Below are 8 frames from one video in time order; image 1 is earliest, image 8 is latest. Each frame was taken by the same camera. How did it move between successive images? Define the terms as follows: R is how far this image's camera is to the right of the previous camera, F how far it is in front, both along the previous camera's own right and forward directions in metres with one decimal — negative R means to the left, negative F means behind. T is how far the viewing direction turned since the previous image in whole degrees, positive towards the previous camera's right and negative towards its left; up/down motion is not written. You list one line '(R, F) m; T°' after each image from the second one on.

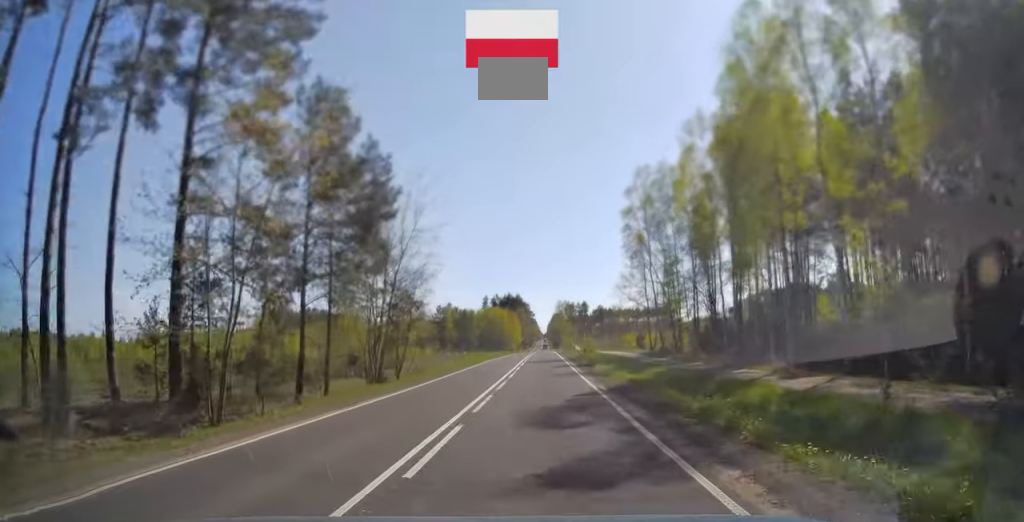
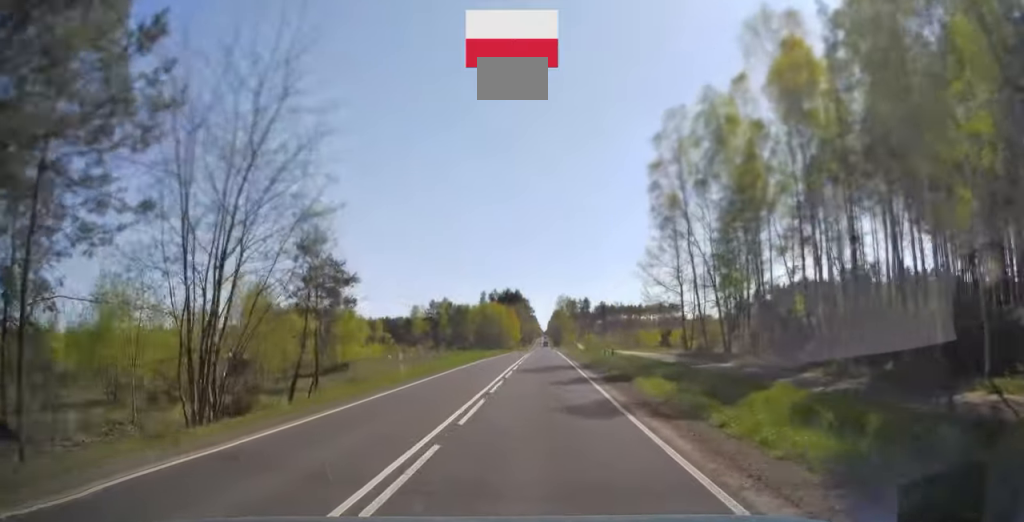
(0.0, +13.8) m; 0°
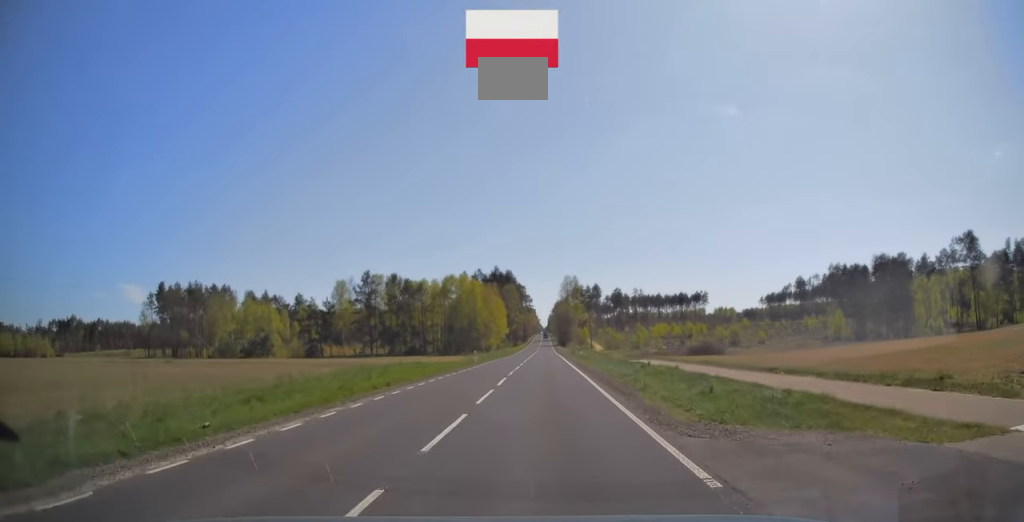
(-0.3, +74.3) m; 0°
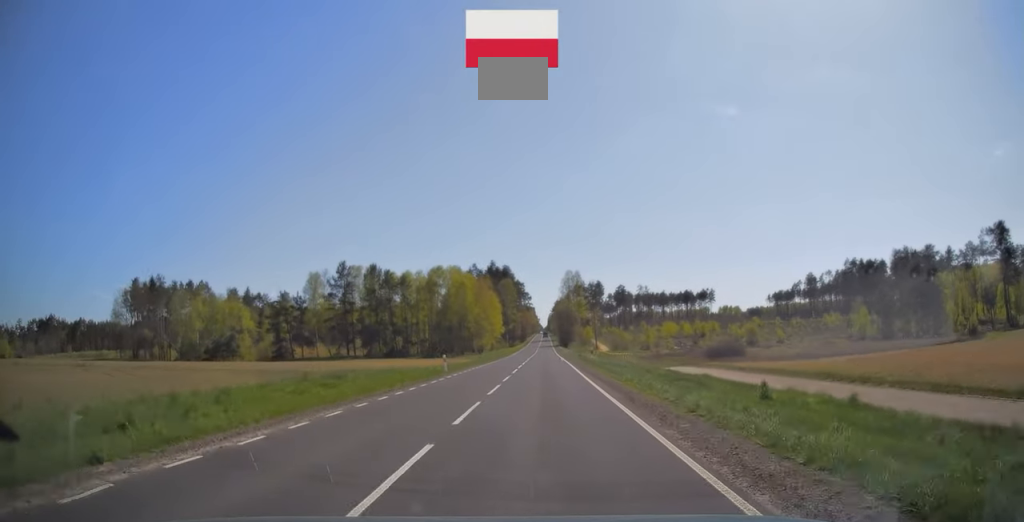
(0.0, +15.3) m; 0°
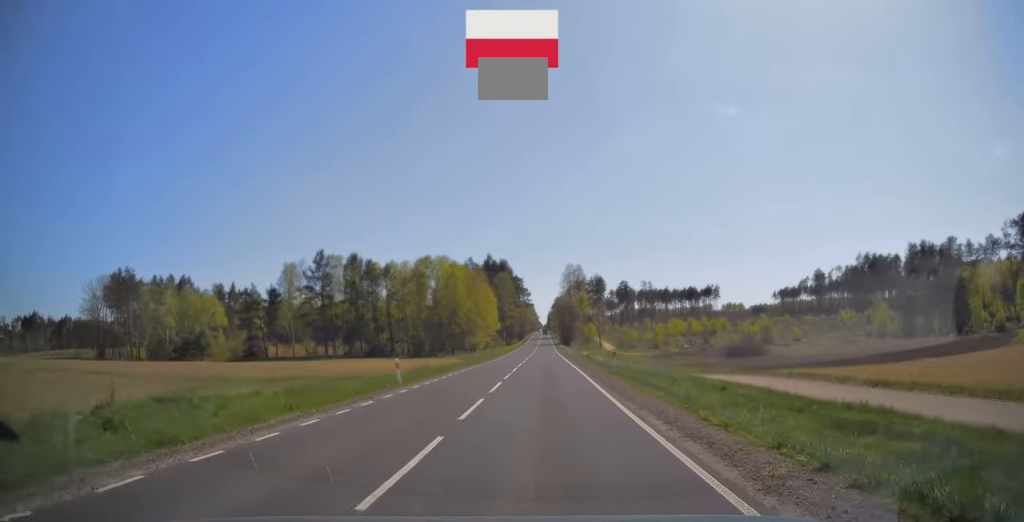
(0.0, +11.1) m; 0°
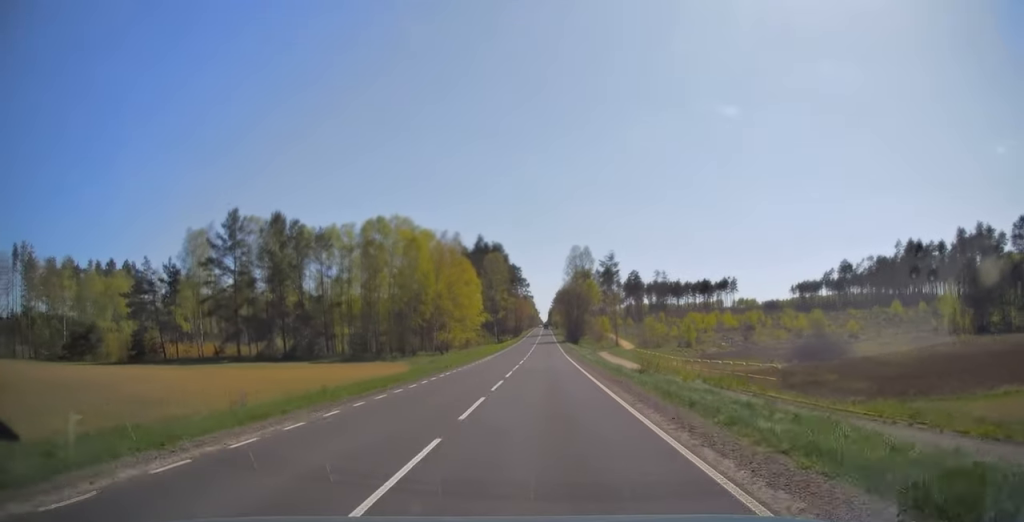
(+0.1, +30.0) m; 0°
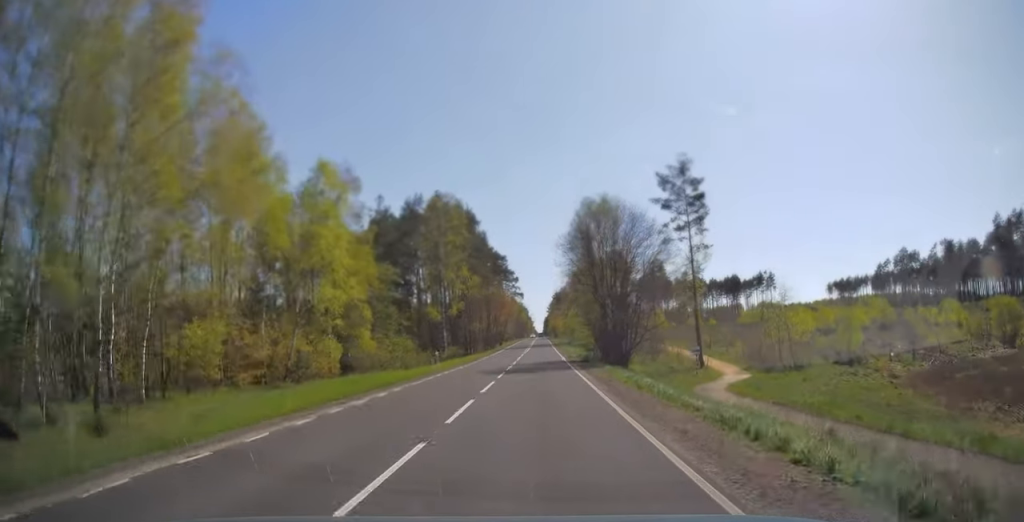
(+0.2, +59.0) m; 0°
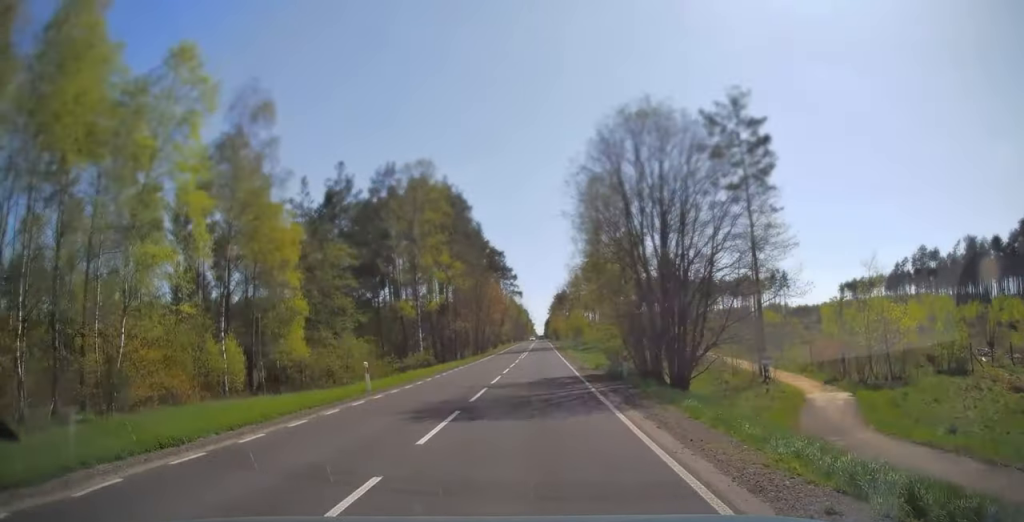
(0.0, +13.8) m; 0°
